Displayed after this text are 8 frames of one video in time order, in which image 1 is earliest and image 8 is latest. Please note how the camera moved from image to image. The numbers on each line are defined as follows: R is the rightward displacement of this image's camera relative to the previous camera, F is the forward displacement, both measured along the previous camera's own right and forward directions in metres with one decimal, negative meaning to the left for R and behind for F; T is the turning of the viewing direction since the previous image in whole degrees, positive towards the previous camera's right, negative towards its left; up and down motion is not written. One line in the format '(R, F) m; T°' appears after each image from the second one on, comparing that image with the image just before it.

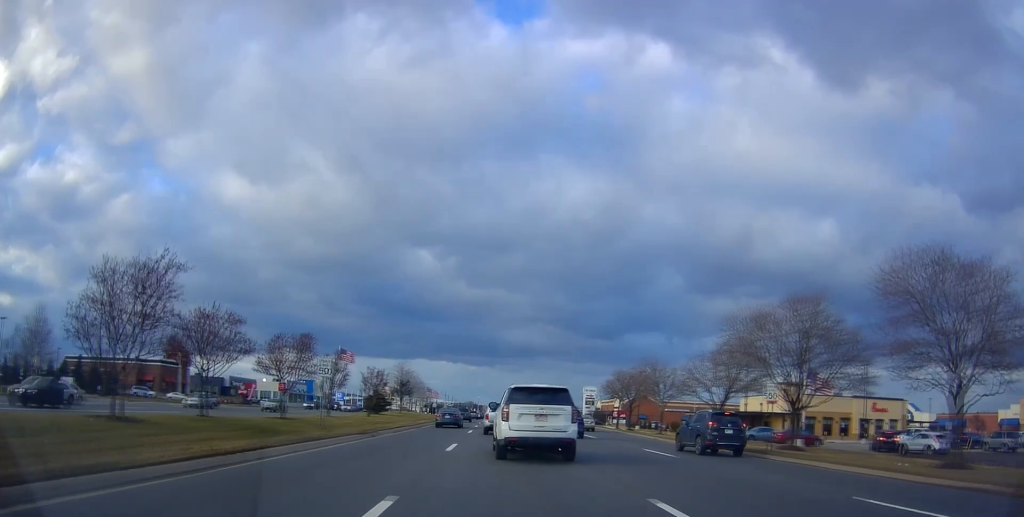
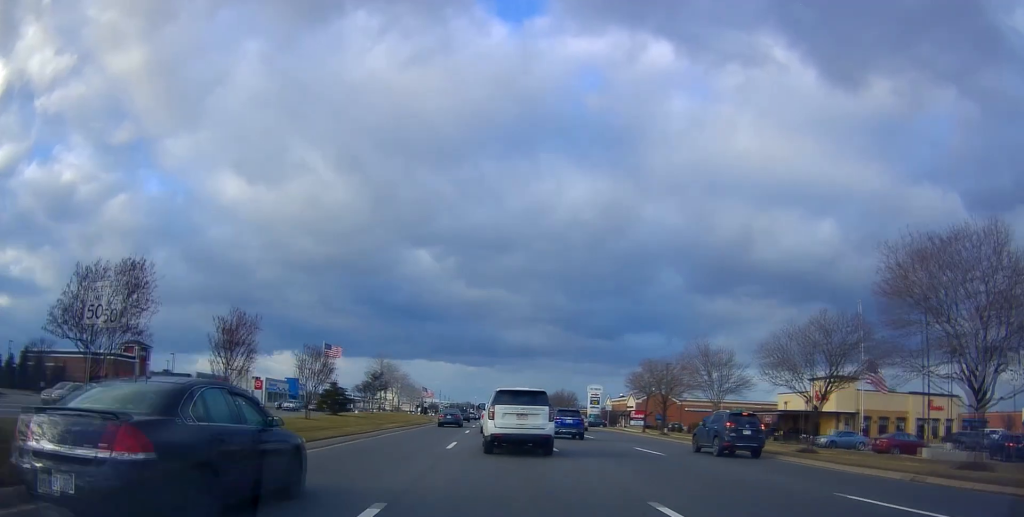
(+0.8, +14.5) m; +2°
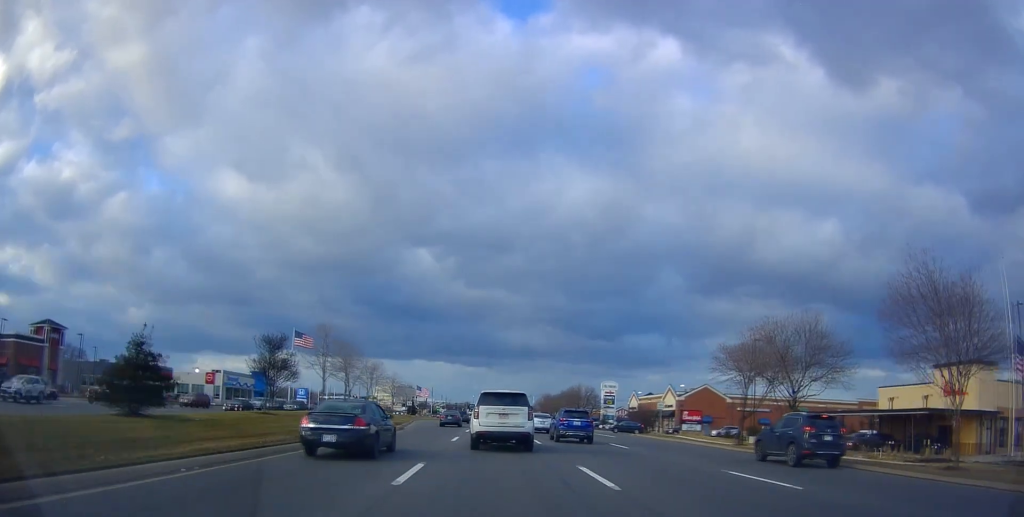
(0.0, +24.2) m; +1°
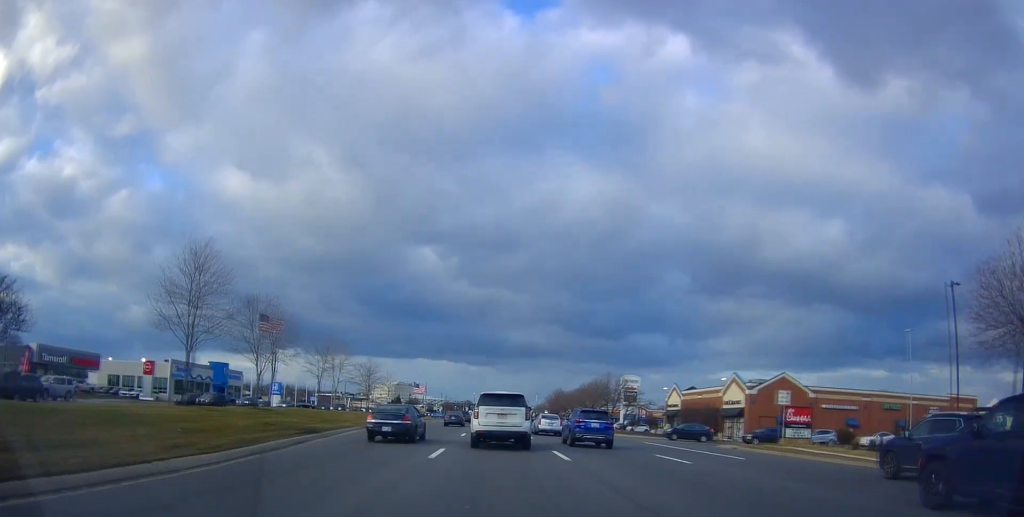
(-0.1, +23.5) m; -2°
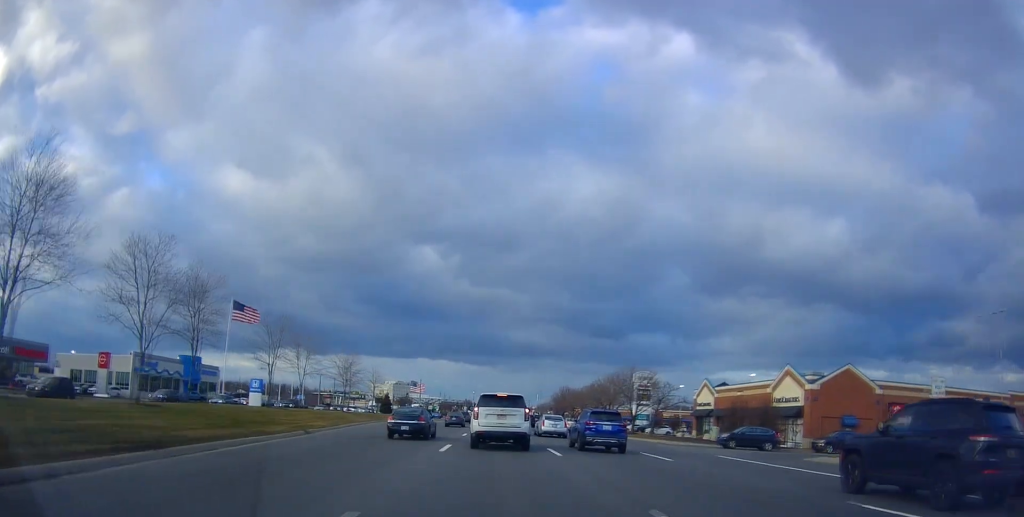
(-0.6, +12.9) m; 0°
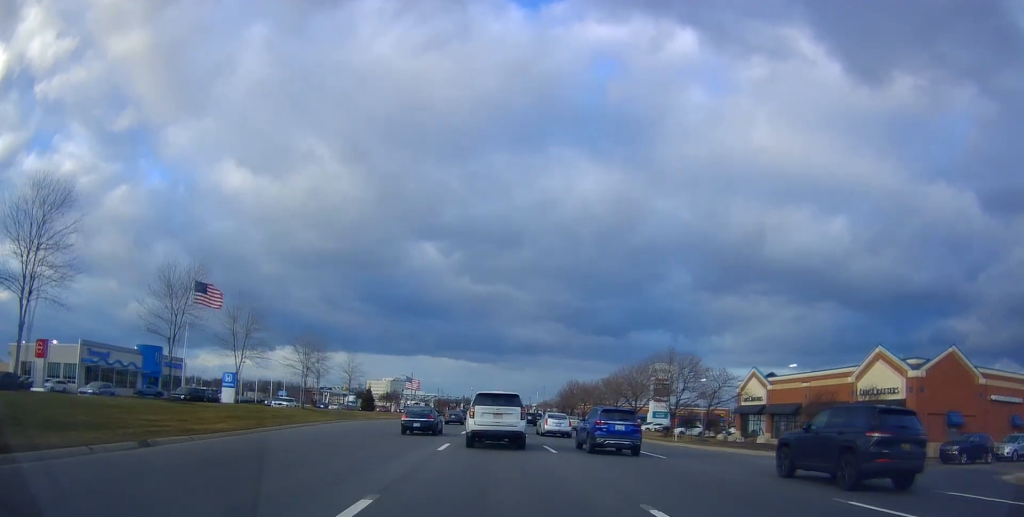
(+0.7, +14.5) m; +1°
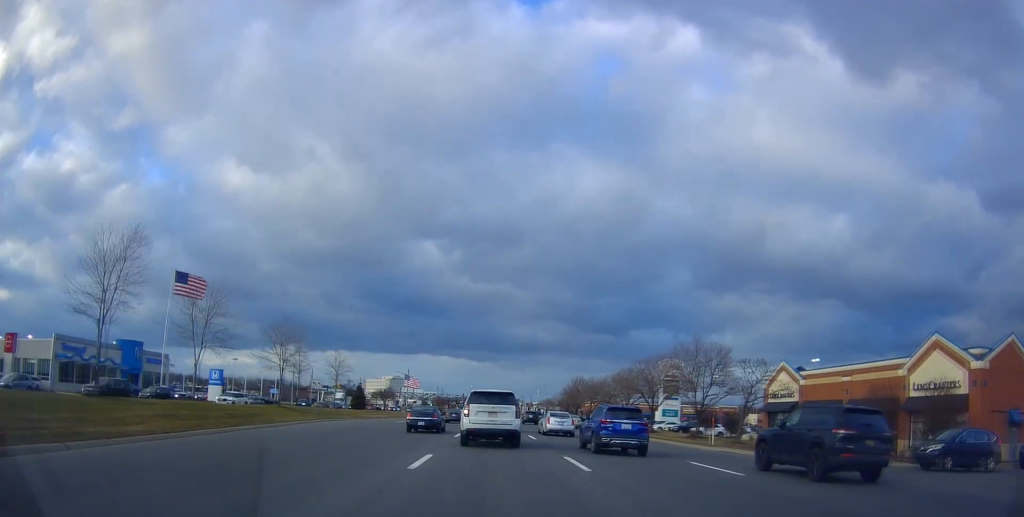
(-0.1, +6.5) m; 0°
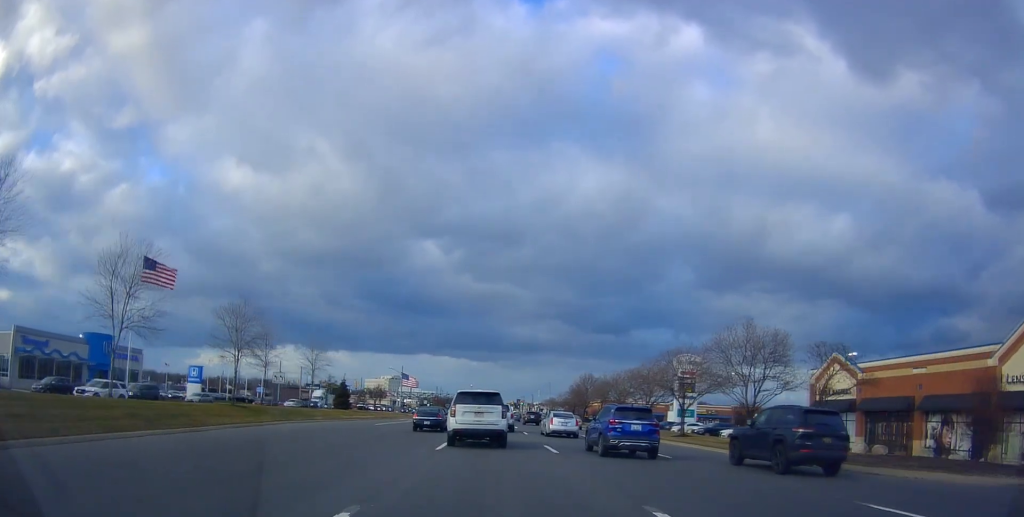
(-0.2, +9.1) m; 0°
